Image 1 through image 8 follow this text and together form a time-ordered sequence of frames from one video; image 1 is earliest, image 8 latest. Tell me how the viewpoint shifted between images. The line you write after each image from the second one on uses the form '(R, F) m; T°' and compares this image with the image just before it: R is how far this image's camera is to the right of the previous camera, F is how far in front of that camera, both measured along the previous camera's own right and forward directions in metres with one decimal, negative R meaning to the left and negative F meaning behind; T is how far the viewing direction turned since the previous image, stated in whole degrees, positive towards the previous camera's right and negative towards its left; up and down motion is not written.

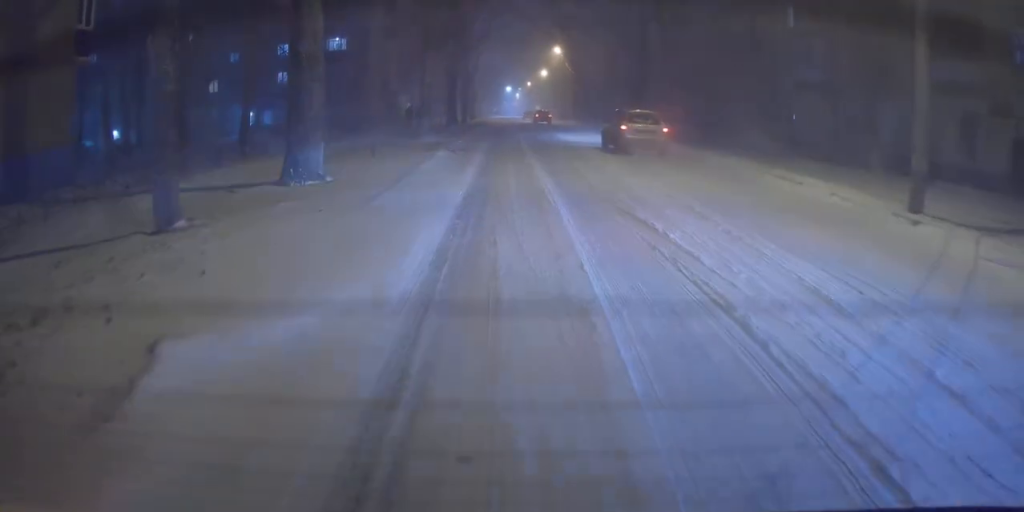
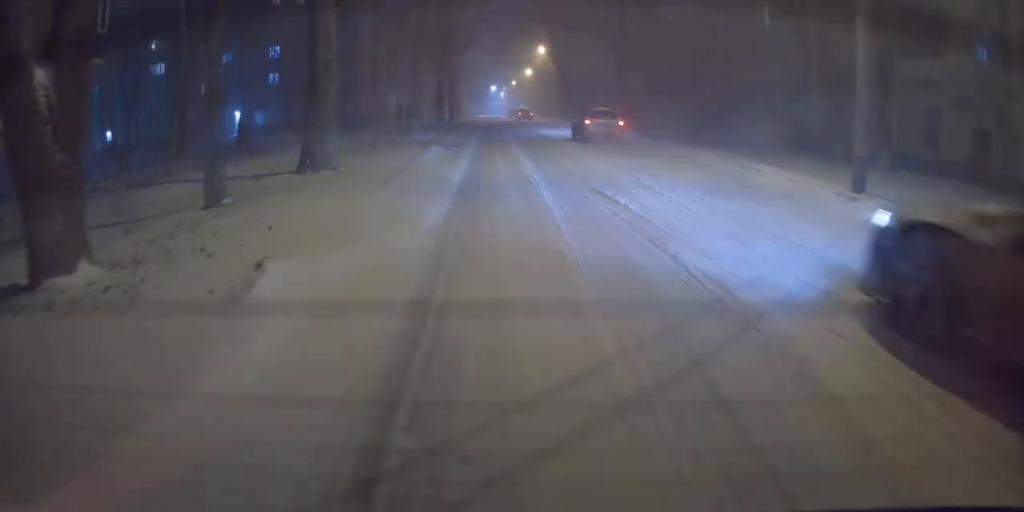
(0.0, +1.8) m; +4°
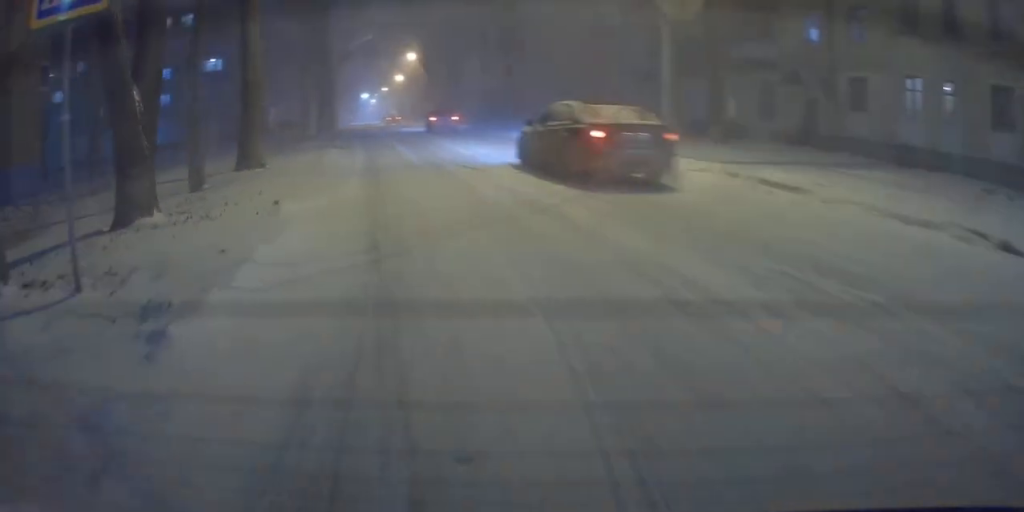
(+0.4, +3.9) m; +9°
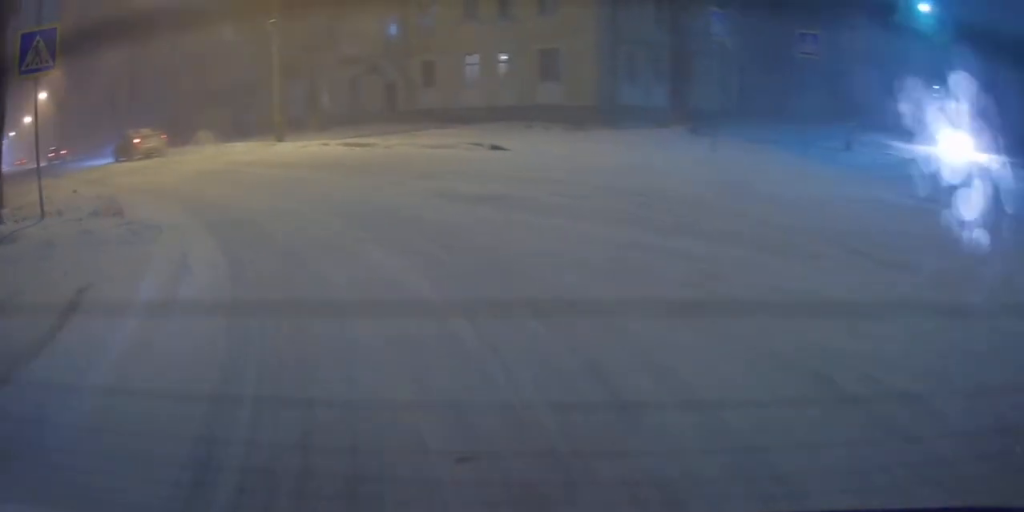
(+1.2, +6.3) m; +27°
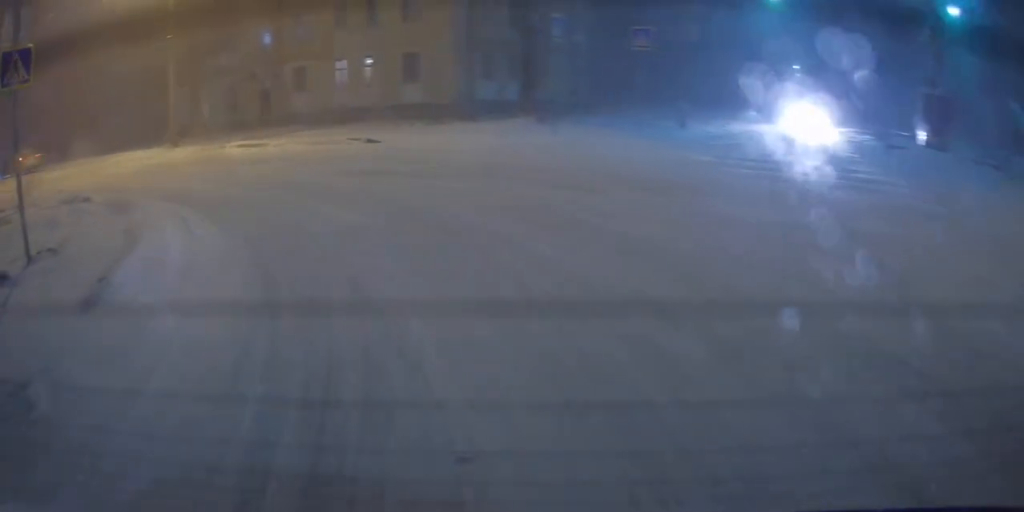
(+0.3, +2.7) m; +12°
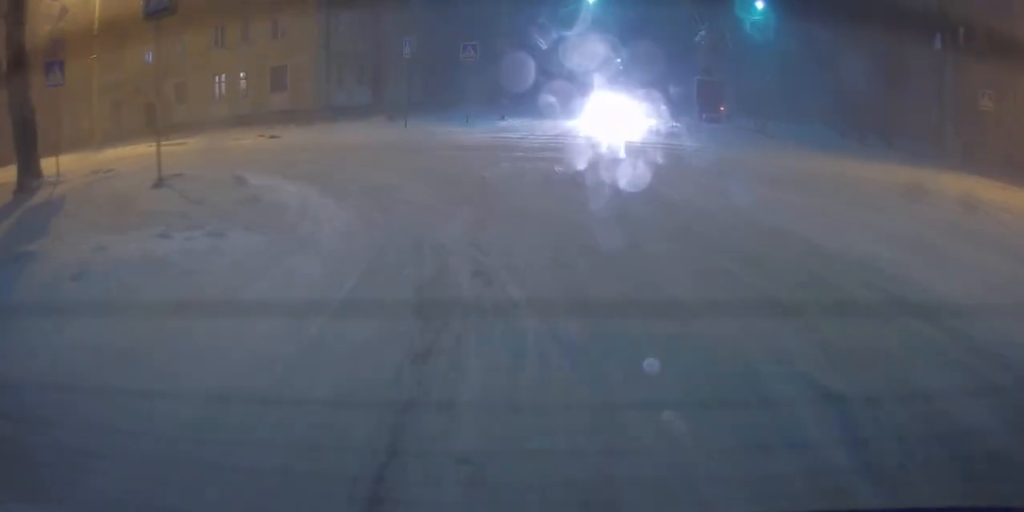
(+1.0, +5.9) m; +17°
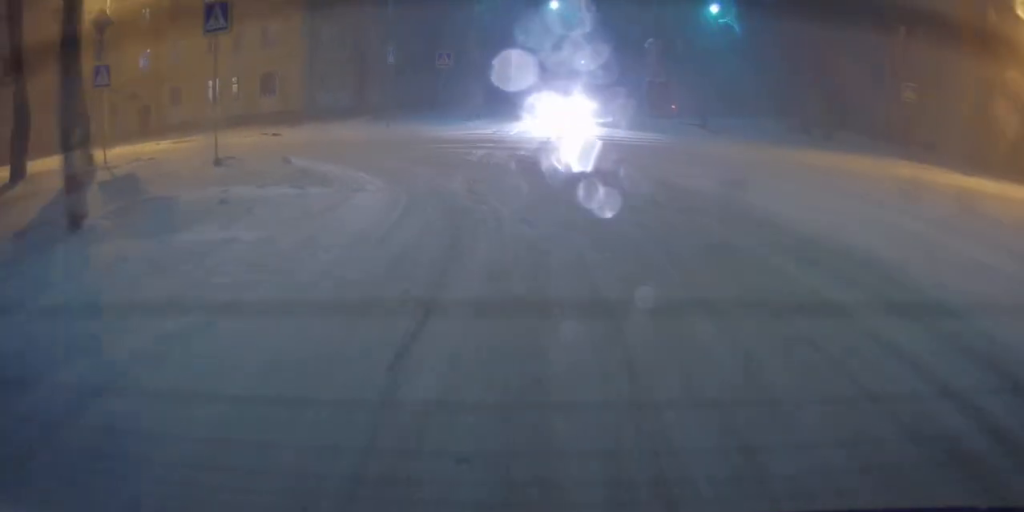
(+0.3, +3.3) m; +5°
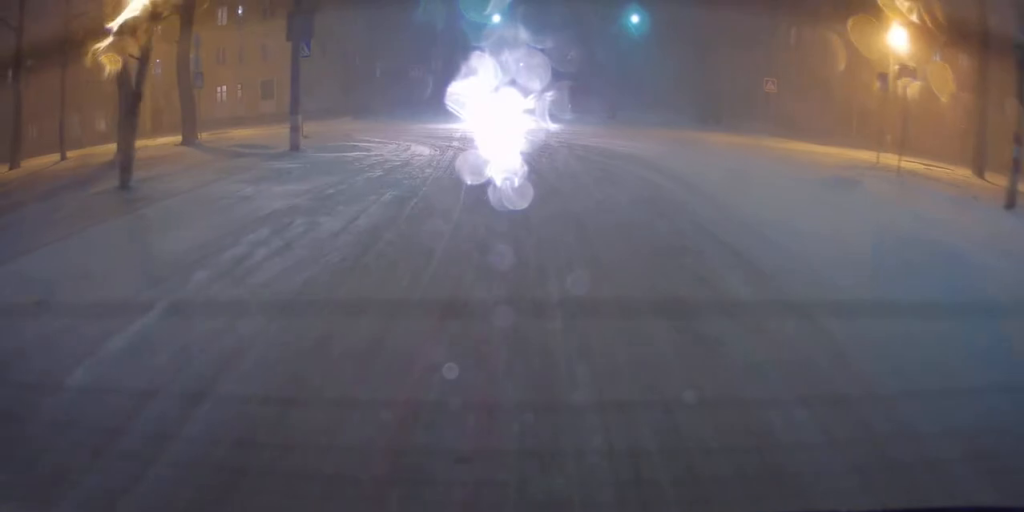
(+0.4, +9.4) m; +5°
